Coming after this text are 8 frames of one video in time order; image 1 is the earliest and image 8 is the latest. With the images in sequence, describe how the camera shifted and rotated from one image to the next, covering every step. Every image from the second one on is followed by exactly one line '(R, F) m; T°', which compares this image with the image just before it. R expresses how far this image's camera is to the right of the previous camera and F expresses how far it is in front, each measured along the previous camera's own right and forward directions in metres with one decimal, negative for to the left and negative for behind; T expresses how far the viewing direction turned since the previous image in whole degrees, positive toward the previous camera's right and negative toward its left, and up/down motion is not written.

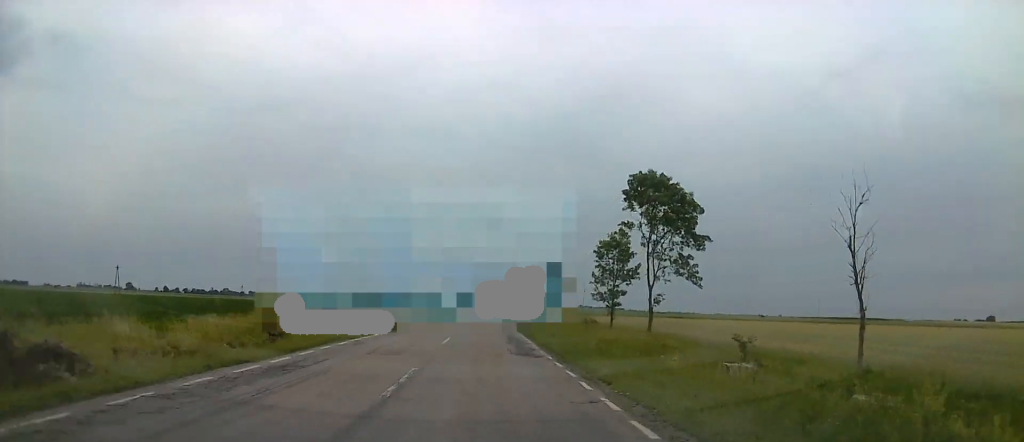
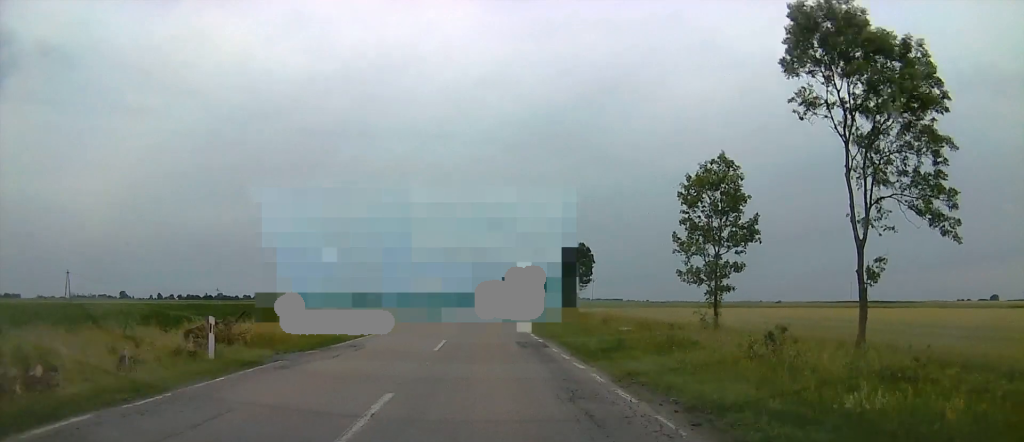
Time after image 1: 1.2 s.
(-0.2, +28.1) m; -4°
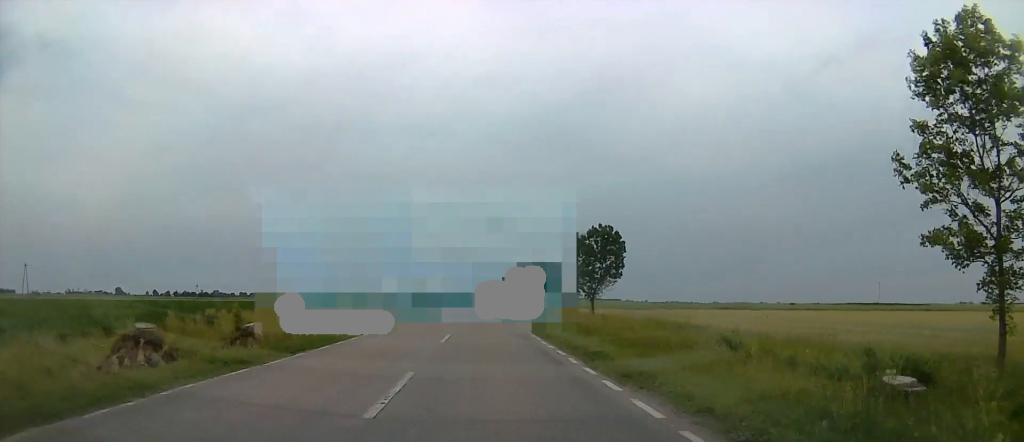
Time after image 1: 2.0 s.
(-1.3, +21.0) m; 0°
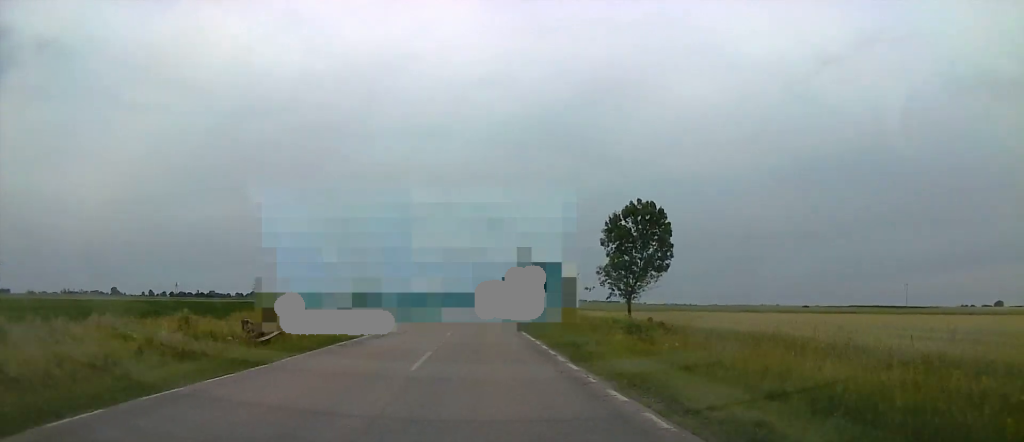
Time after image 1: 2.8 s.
(+0.8, +18.7) m; +2°
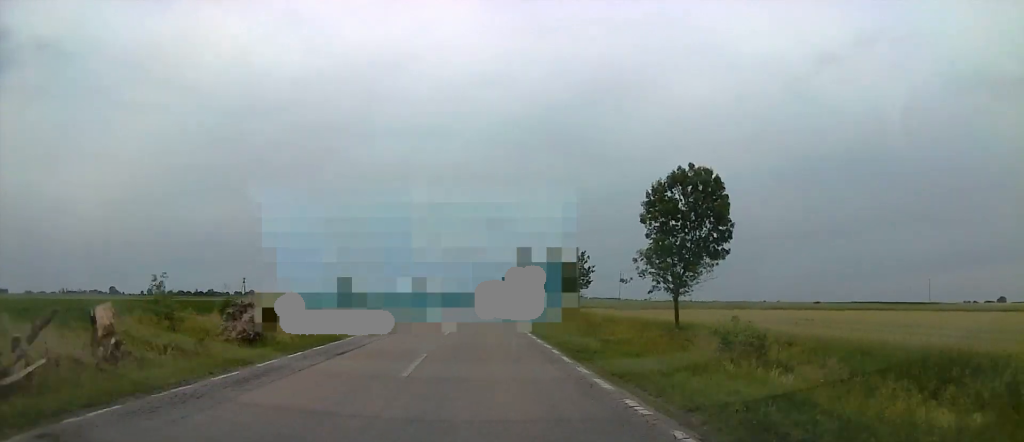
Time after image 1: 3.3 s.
(+0.3, +13.0) m; +1°
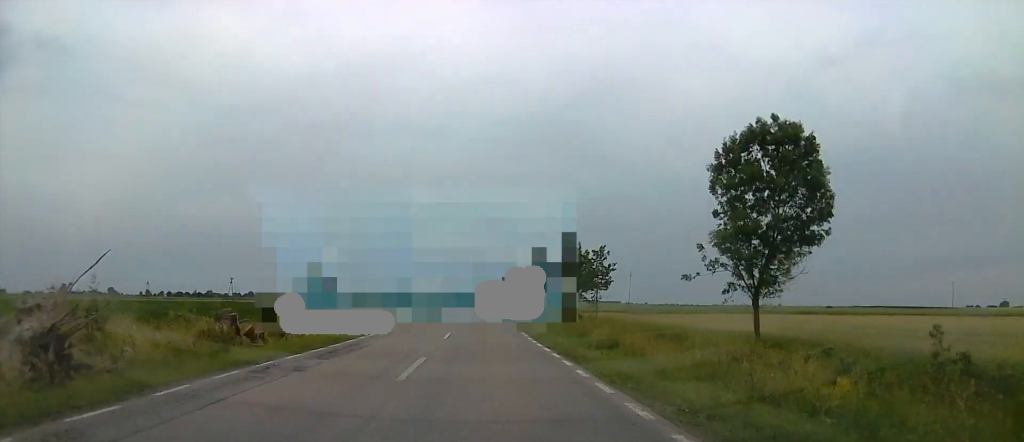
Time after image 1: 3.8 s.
(0.0, +12.3) m; 0°
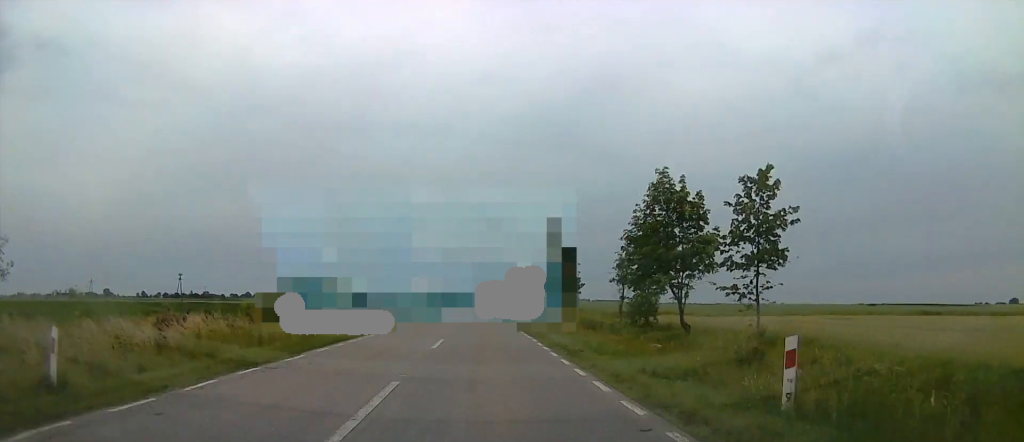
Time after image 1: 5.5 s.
(0.0, +40.2) m; 0°
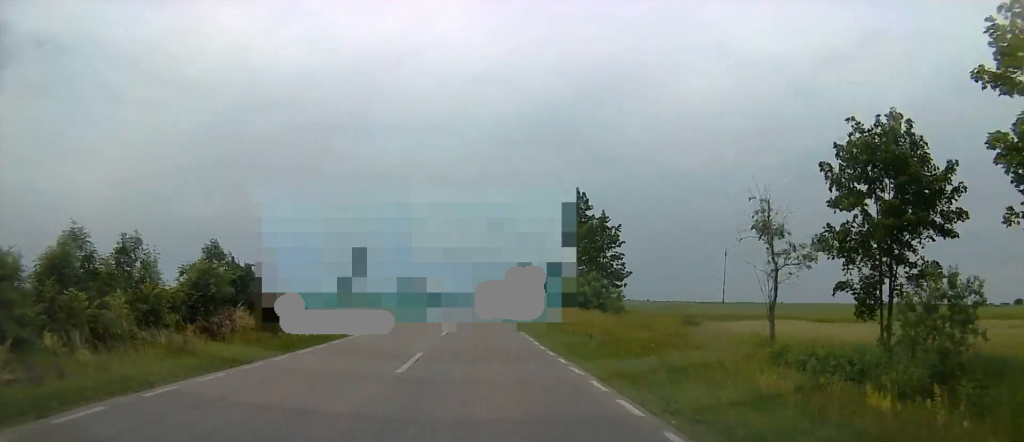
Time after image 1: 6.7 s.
(0.0, +30.6) m; 0°
